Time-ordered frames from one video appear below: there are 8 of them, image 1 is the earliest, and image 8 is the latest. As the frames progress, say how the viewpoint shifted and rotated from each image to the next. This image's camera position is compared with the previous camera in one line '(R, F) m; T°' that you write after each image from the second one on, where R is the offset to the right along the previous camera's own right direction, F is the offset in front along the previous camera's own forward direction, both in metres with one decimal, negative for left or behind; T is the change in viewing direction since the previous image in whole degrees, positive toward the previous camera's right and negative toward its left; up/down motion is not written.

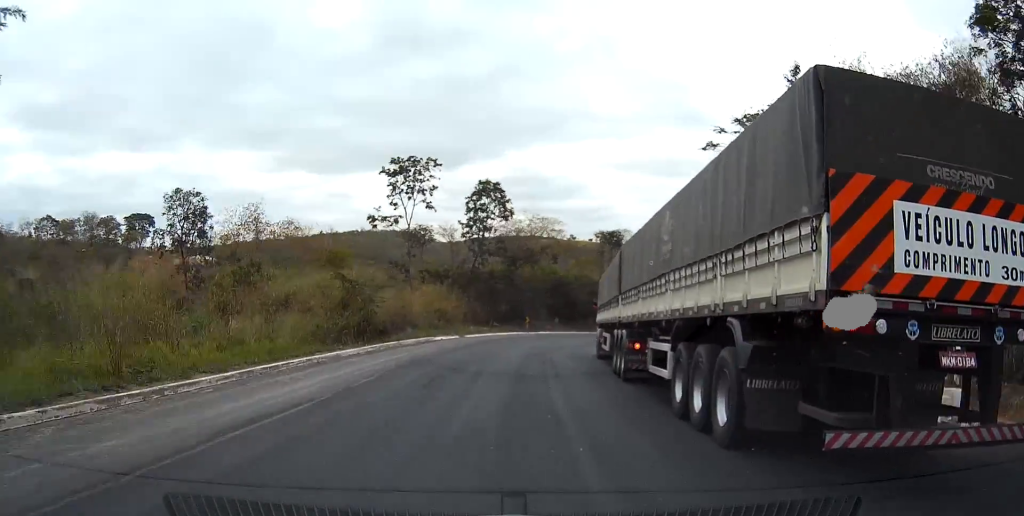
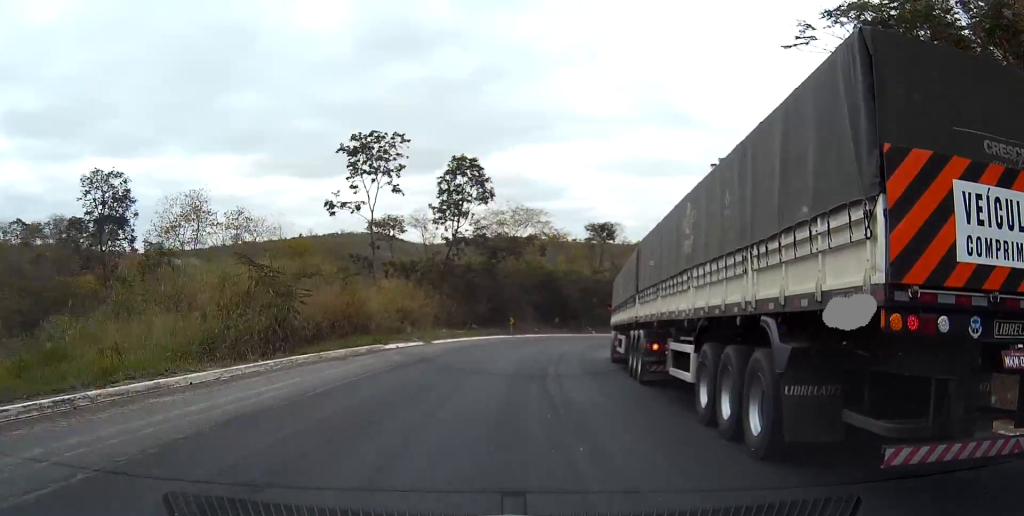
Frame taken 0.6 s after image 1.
(+0.1, +10.5) m; +1°
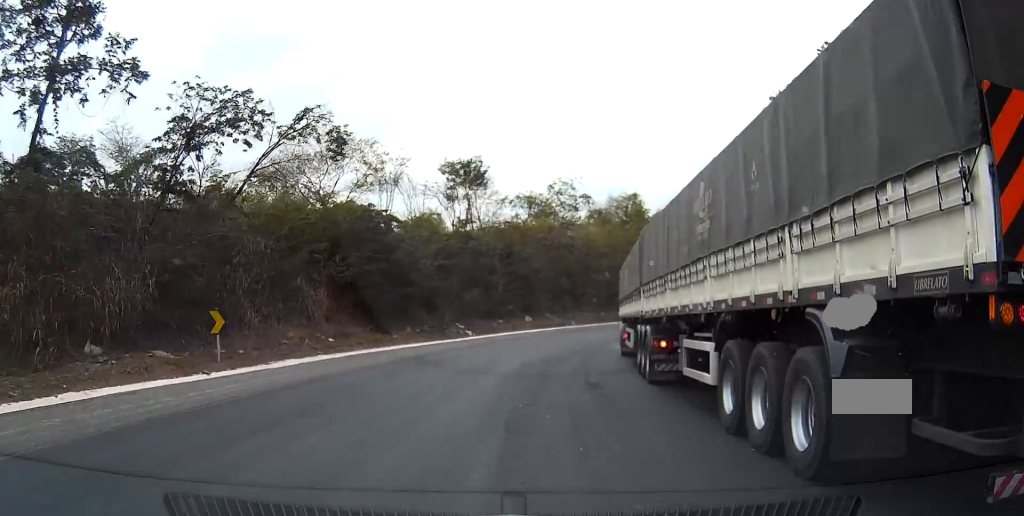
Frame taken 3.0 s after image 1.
(+3.9, +40.1) m; +12°
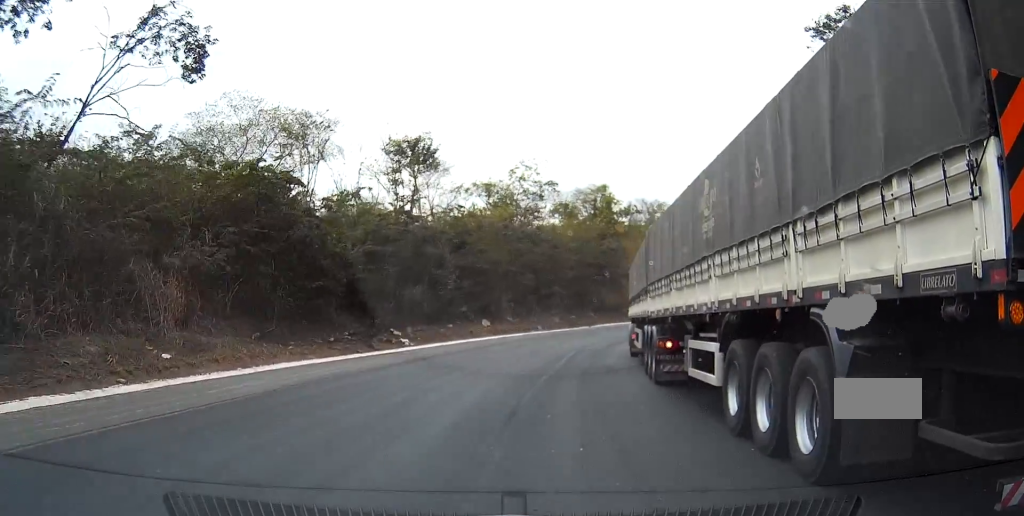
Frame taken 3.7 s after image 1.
(+0.2, +10.4) m; +2°
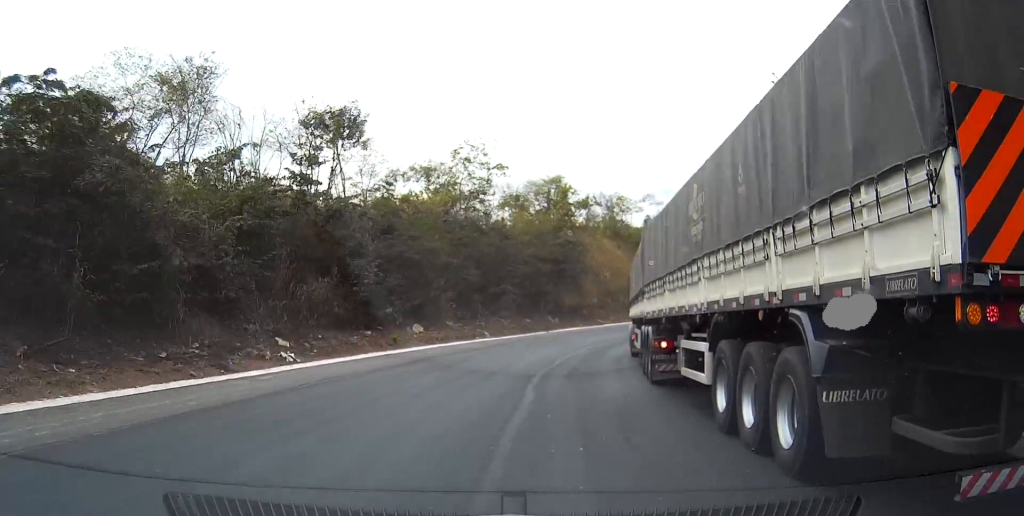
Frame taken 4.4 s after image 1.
(-0.2, +10.3) m; +3°
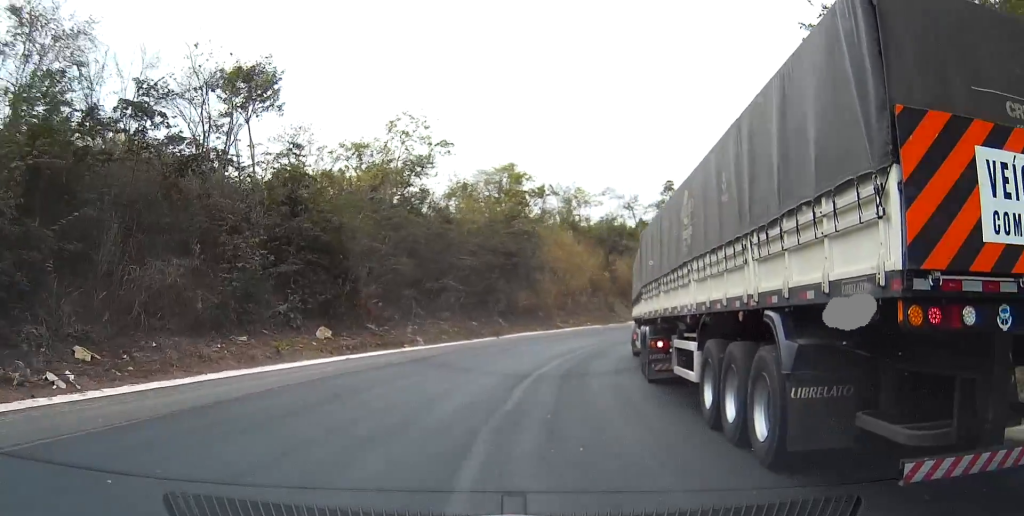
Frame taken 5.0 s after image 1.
(+0.6, +9.7) m; +5°
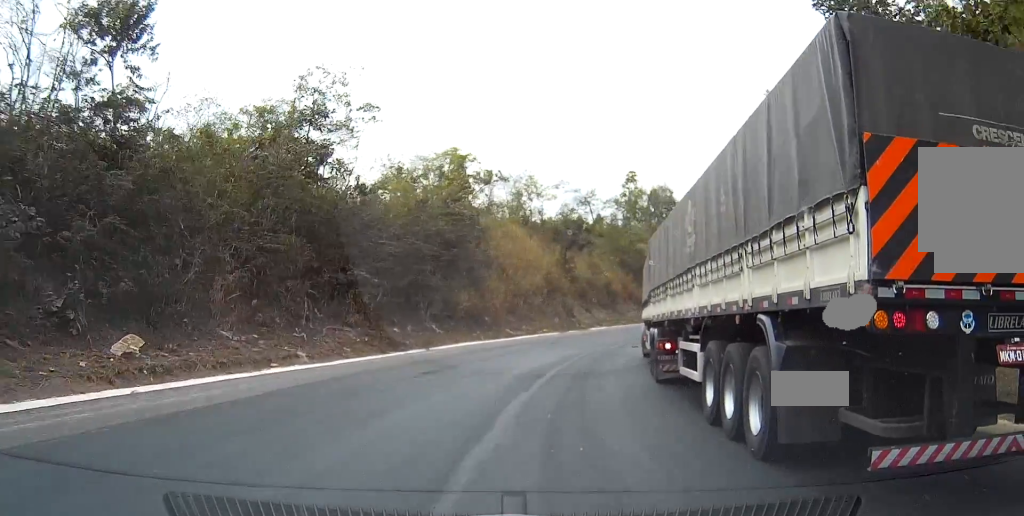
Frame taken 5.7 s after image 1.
(+0.6, +11.3) m; +5°
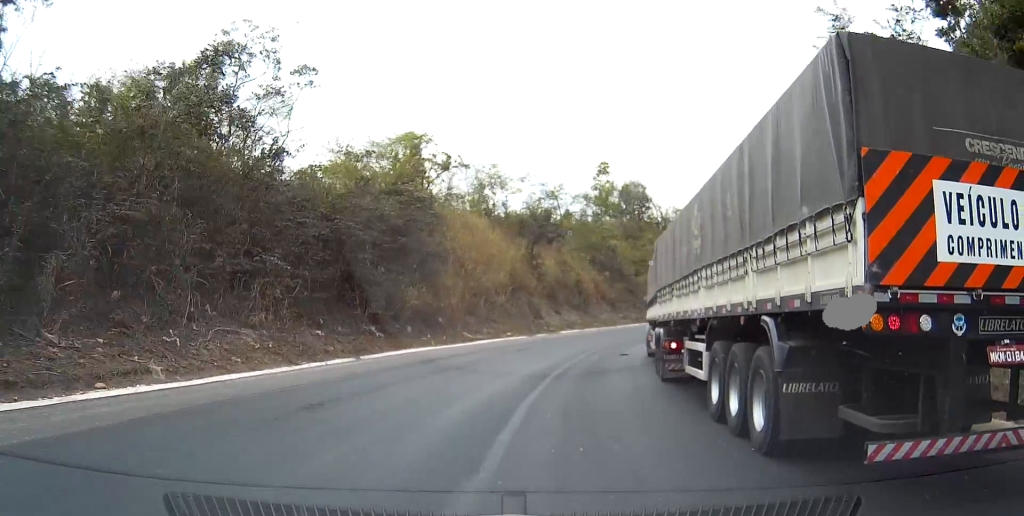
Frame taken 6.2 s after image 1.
(+0.3, +7.3) m; +2°
